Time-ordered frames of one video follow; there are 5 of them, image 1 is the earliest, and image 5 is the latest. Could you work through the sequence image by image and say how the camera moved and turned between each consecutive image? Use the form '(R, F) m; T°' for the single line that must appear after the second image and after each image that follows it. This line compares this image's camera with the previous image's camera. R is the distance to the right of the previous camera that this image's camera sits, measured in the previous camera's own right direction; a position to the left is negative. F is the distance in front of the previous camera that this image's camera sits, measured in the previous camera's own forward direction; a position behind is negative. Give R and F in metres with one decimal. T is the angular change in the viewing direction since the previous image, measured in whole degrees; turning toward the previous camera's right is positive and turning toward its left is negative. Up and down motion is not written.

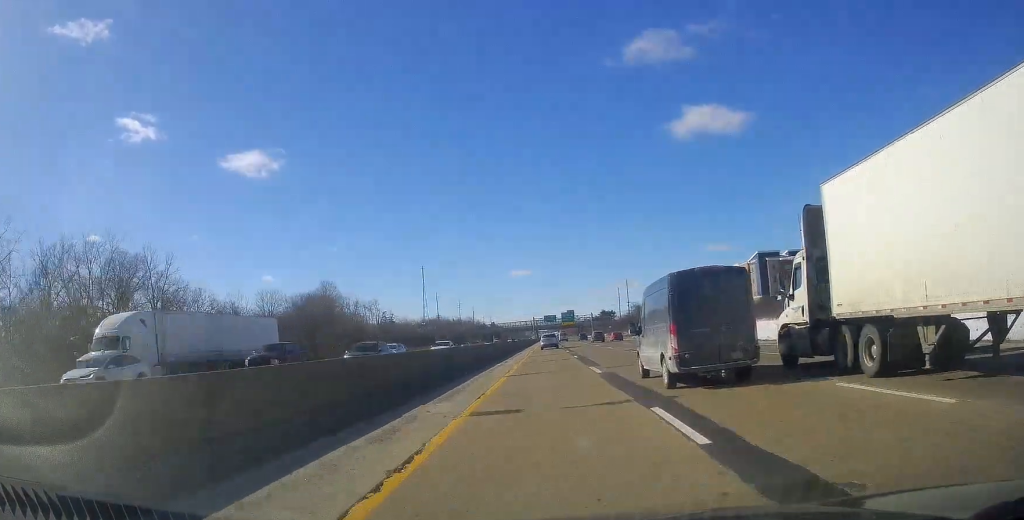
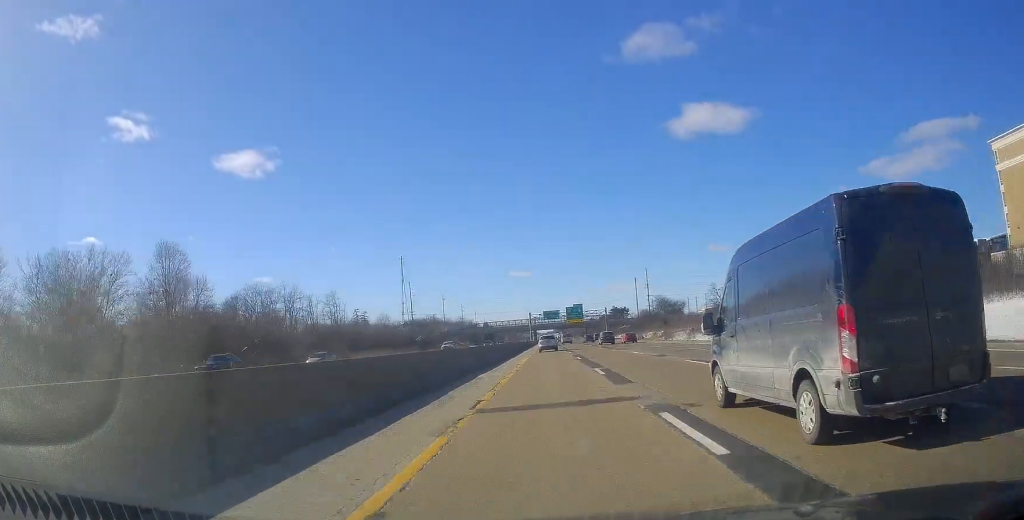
(-0.6, +61.6) m; 0°
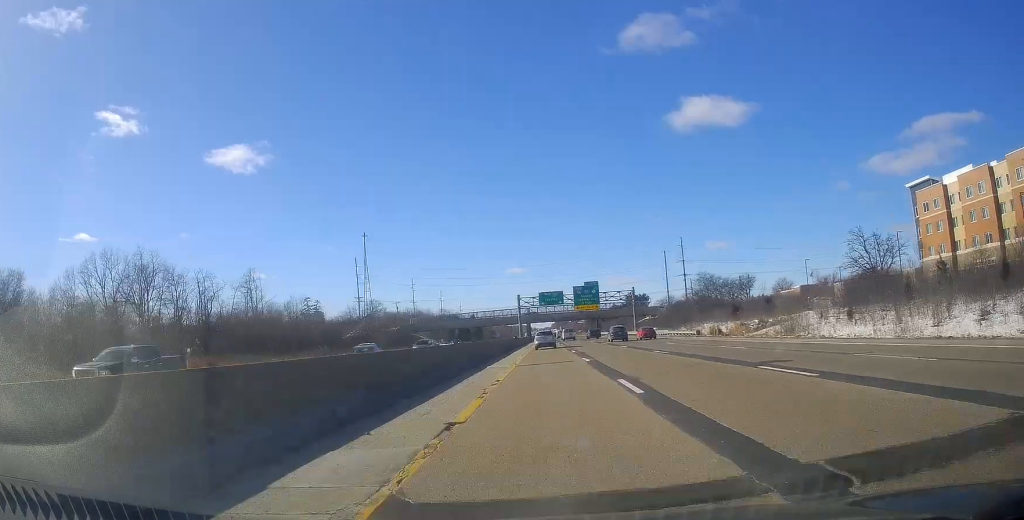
(+1.0, +69.6) m; +1°
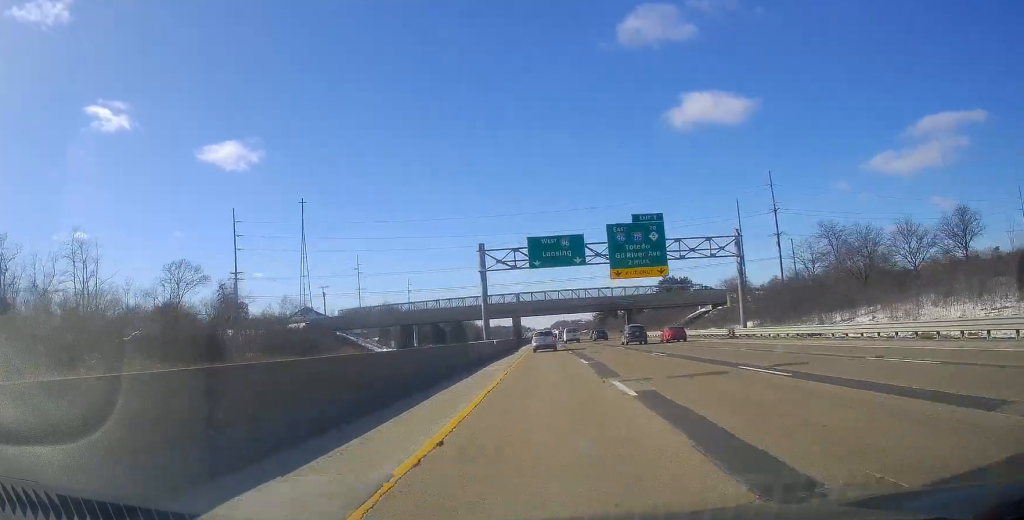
(+0.3, +75.6) m; 0°
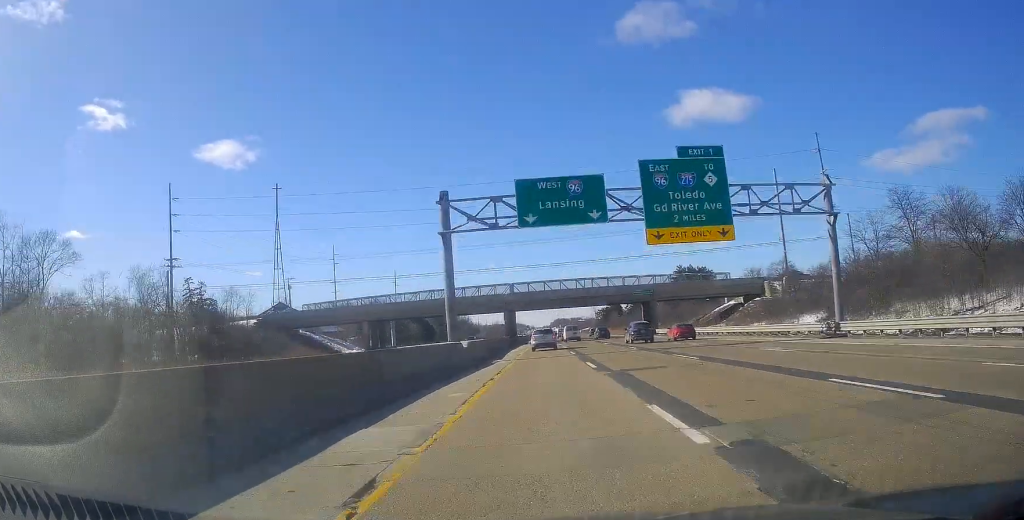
(+0.1, +21.1) m; 0°
